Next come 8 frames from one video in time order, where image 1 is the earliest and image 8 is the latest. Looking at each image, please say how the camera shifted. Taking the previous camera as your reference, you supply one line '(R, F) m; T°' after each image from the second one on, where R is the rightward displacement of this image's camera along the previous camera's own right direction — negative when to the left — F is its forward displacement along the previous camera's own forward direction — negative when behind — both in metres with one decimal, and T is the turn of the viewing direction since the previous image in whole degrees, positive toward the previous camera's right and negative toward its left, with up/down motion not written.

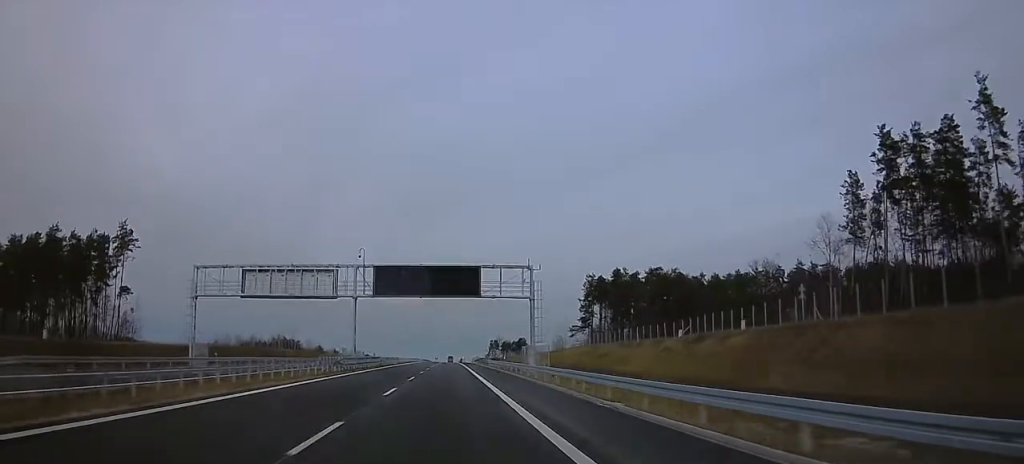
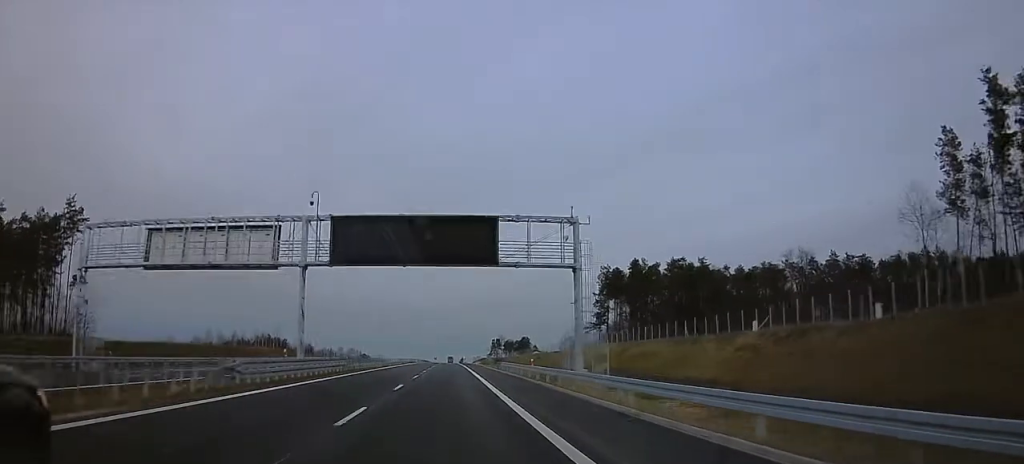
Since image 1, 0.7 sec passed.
(0.0, +20.5) m; 0°
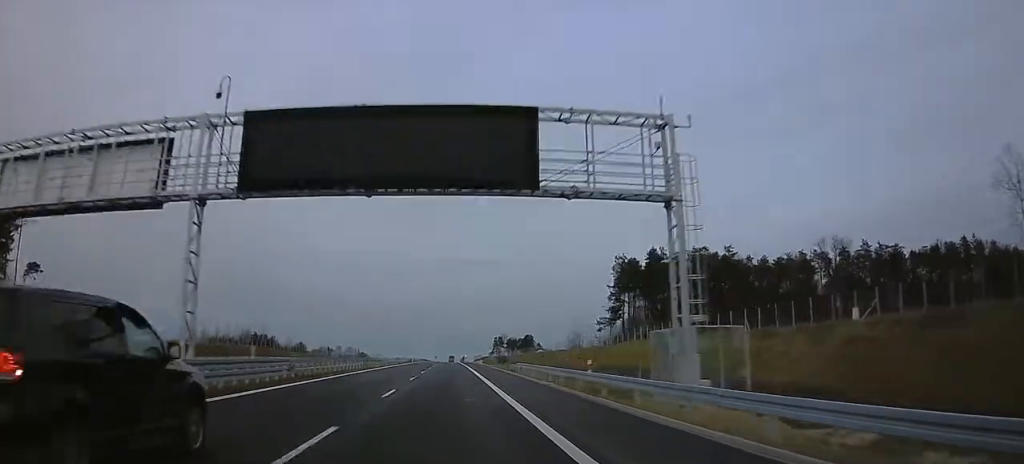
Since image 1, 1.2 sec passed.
(0.0, +16.4) m; 0°
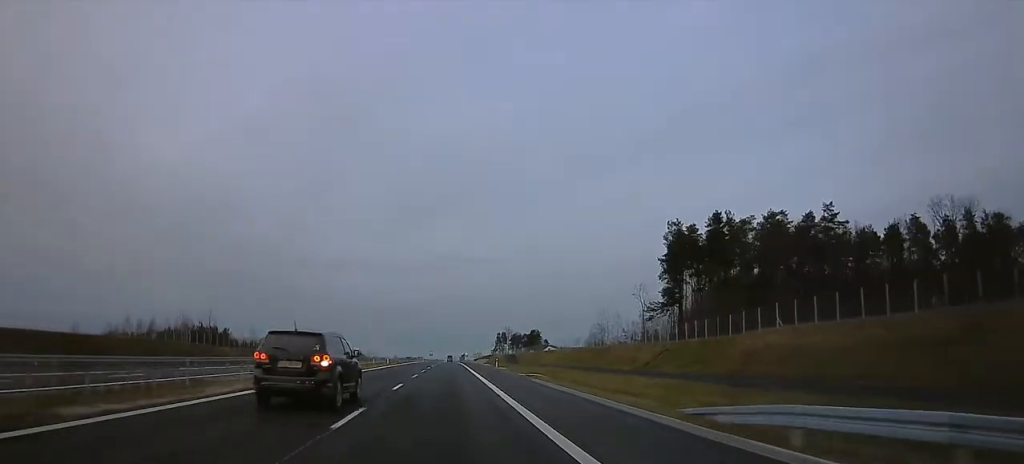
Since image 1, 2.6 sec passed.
(0.0, +44.1) m; 0°
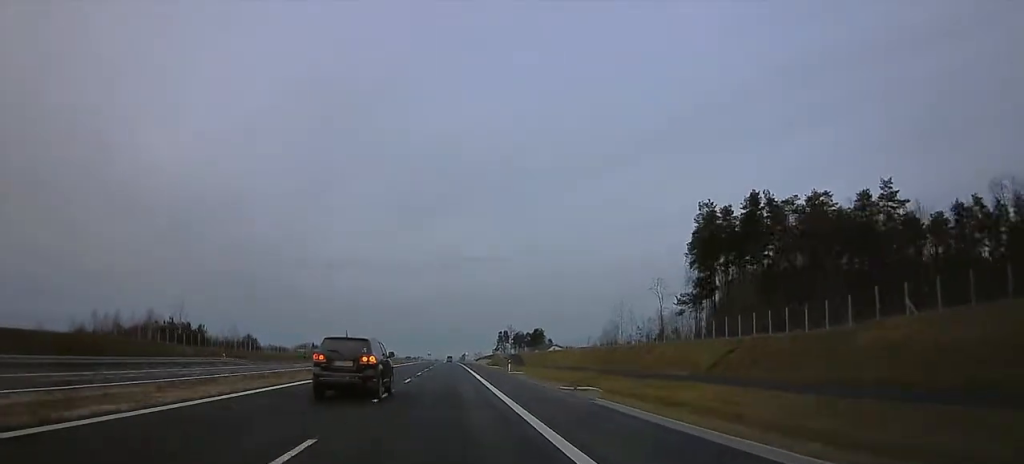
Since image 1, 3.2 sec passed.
(0.0, +17.4) m; 0°
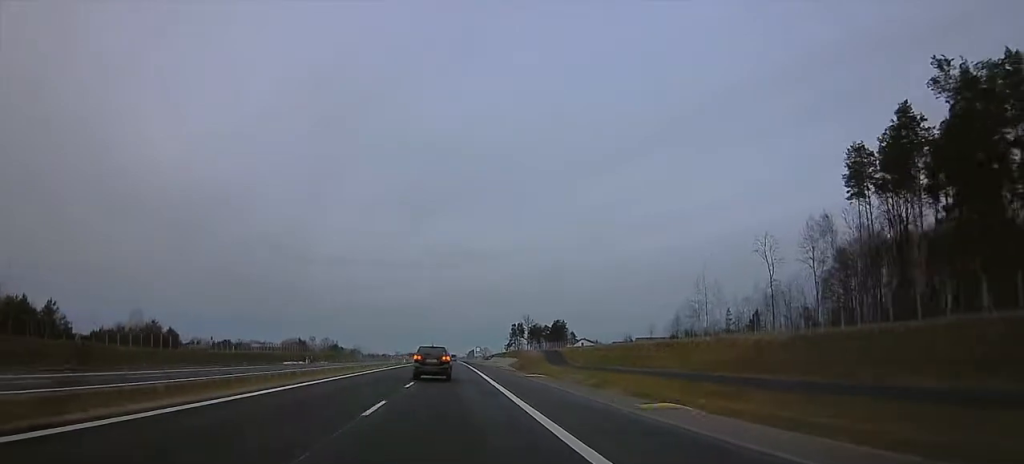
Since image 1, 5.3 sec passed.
(0.0, +63.7) m; 0°
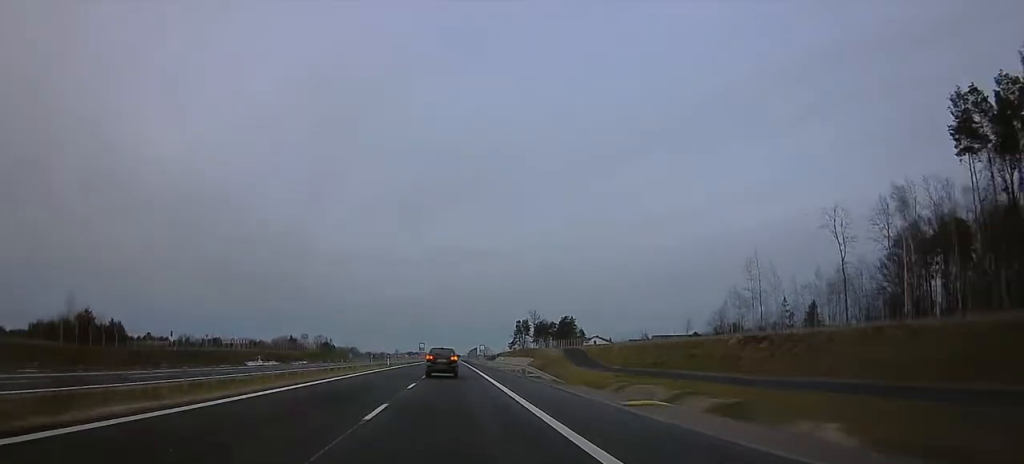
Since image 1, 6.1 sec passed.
(0.0, +24.7) m; 0°
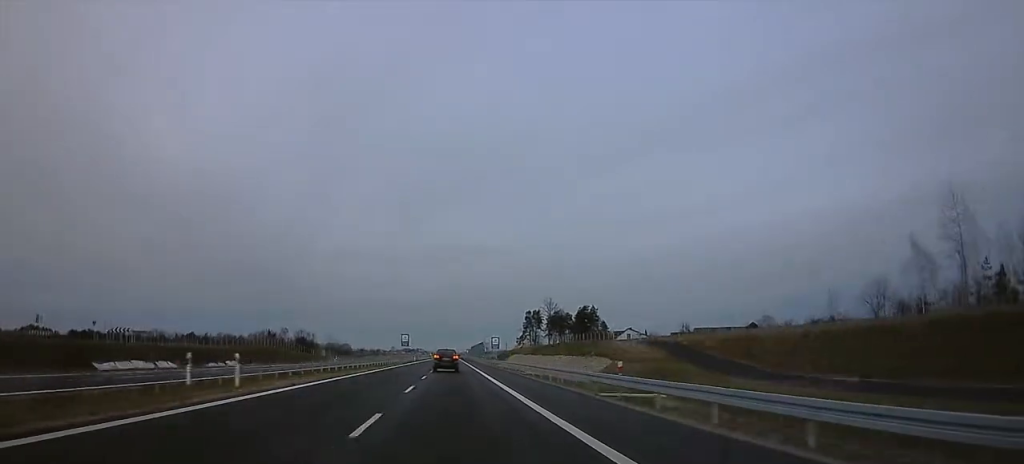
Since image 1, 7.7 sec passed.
(0.0, +50.5) m; 0°
